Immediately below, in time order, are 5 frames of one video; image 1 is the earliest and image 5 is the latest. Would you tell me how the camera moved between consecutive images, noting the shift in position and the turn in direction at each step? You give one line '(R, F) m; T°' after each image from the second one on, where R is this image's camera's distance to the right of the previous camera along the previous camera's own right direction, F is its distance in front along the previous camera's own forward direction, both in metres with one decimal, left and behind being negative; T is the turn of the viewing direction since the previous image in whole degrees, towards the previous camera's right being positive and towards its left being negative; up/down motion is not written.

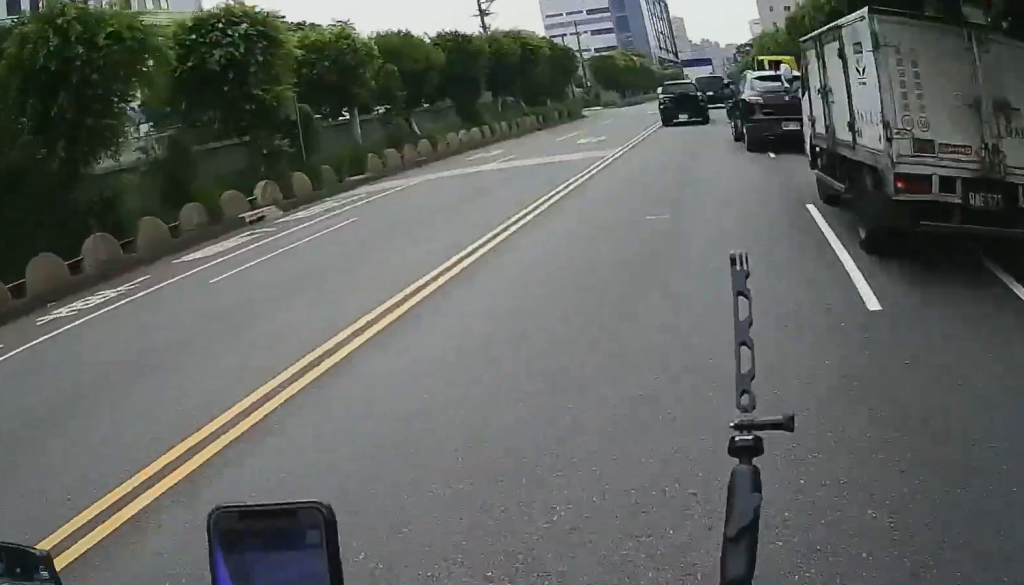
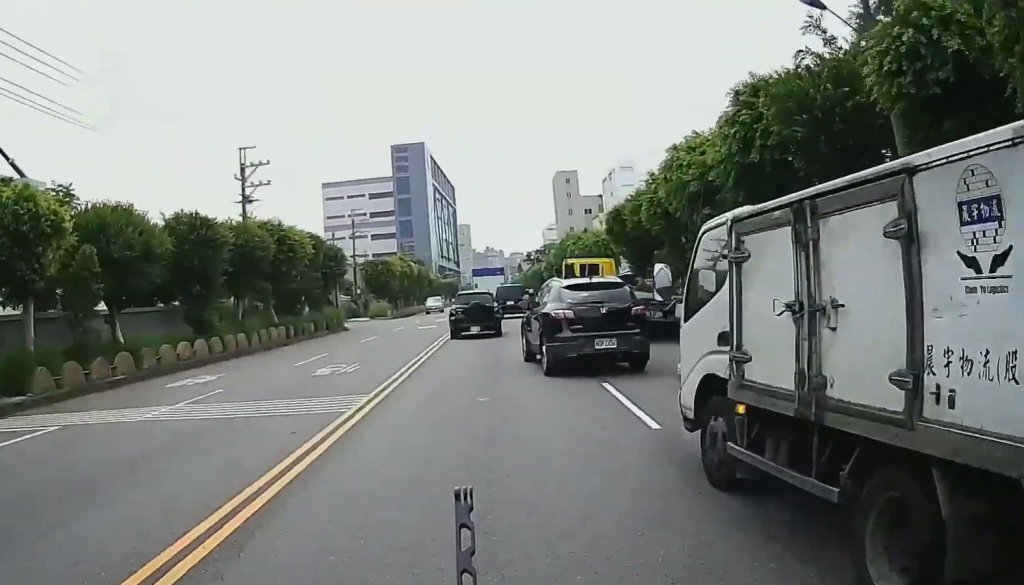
(-0.4, +7.3) m; -2°
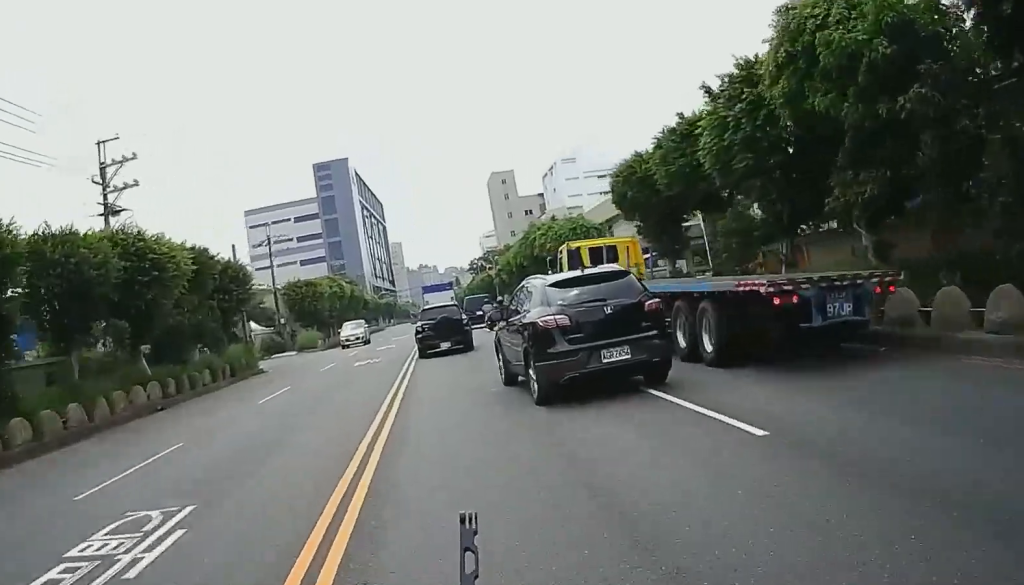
(+0.3, +11.9) m; 0°
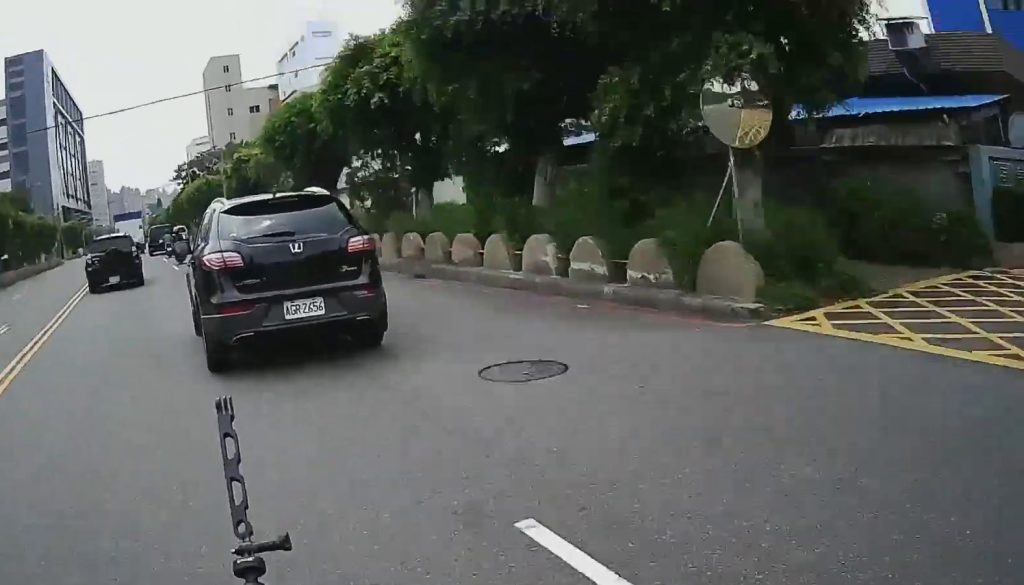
(+0.9, +30.8) m; +9°
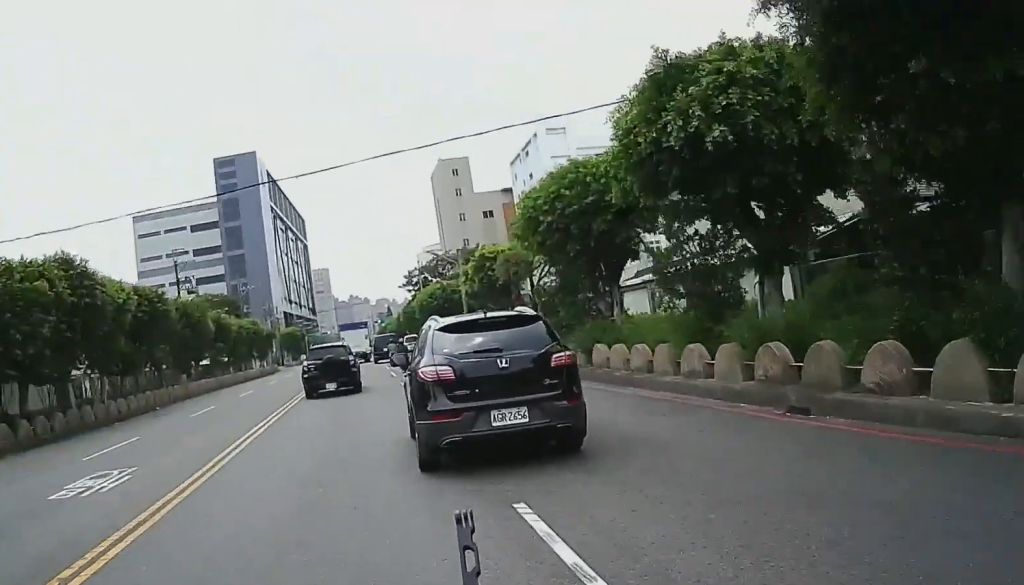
(0.0, +5.4) m; +2°
